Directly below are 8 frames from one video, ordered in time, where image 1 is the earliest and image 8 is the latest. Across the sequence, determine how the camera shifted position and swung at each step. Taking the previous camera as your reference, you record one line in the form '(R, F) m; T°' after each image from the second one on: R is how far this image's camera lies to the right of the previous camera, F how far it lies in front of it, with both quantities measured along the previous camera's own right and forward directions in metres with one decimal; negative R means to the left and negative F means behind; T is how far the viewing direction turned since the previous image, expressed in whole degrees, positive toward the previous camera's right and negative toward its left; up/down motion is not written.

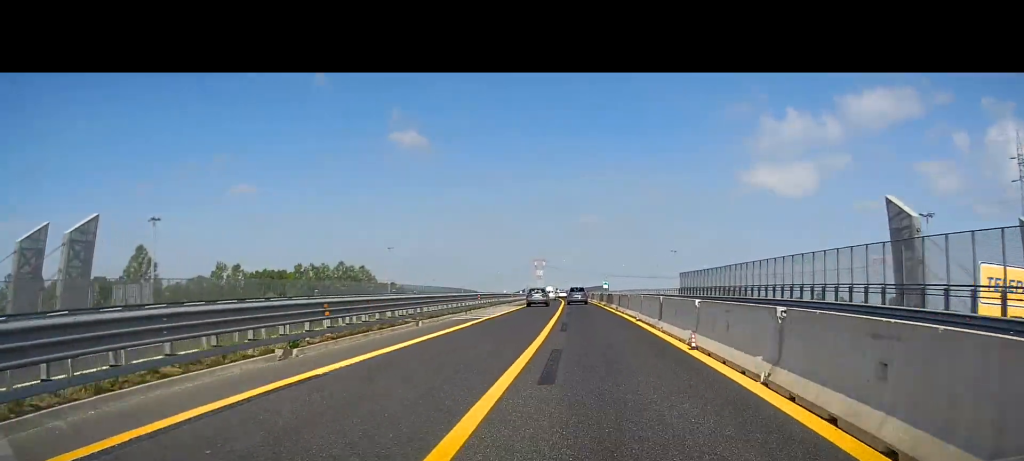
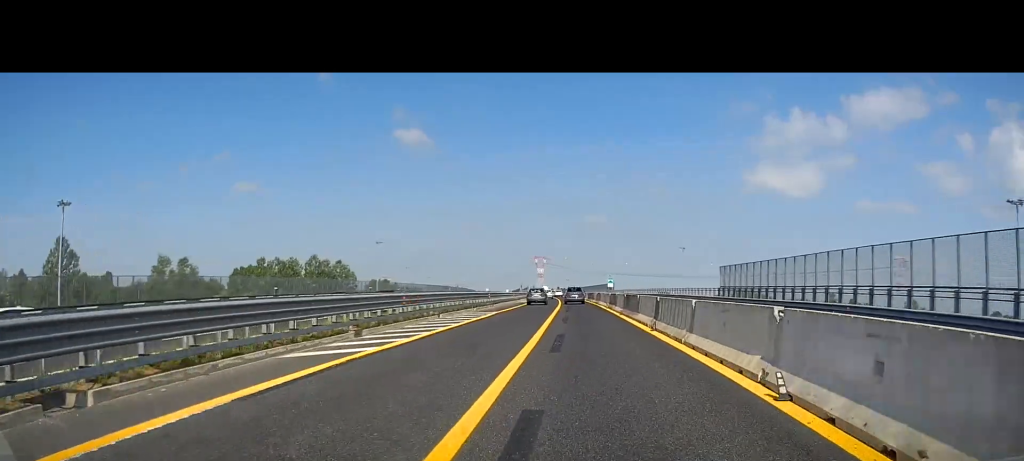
(0.0, +18.4) m; 0°
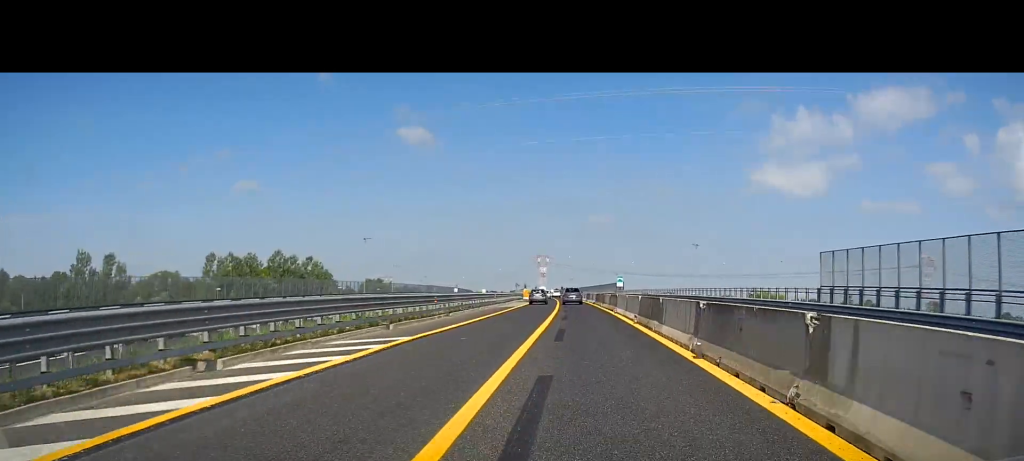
(-0.1, +20.0) m; 0°
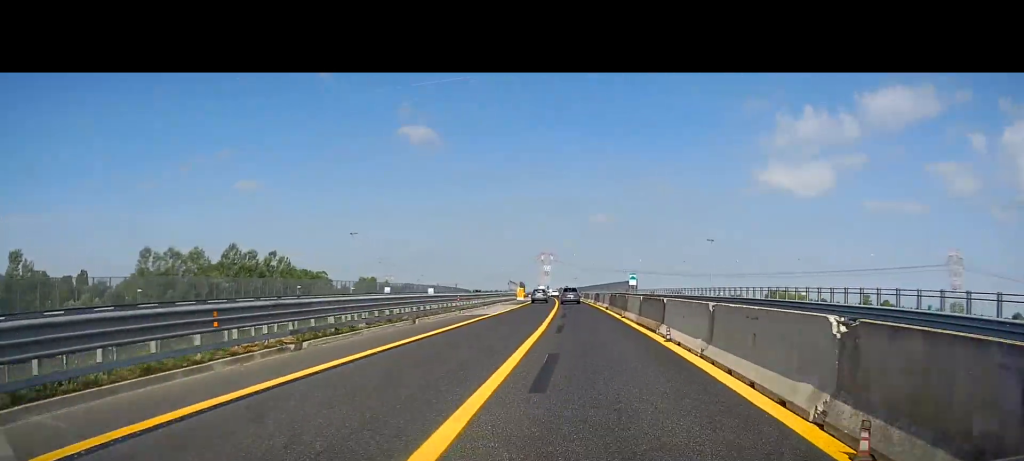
(-0.1, +19.5) m; 0°
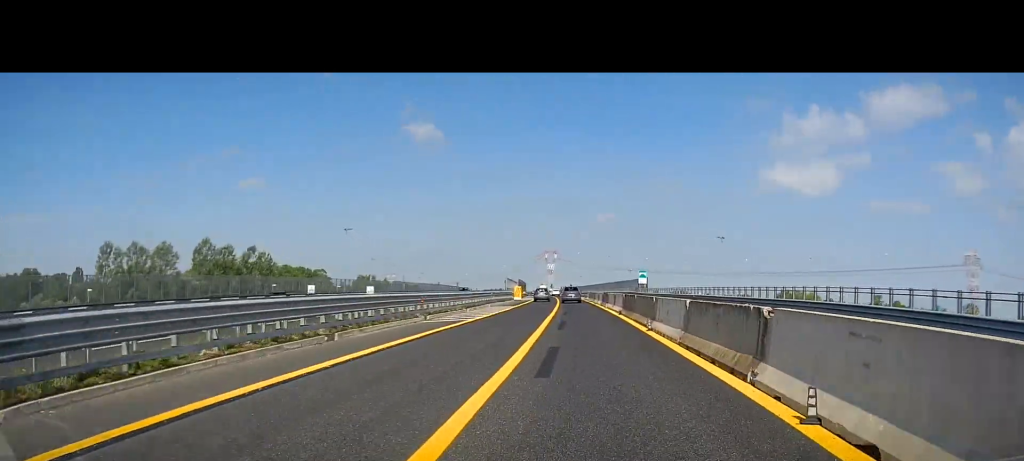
(0.0, +9.8) m; 0°
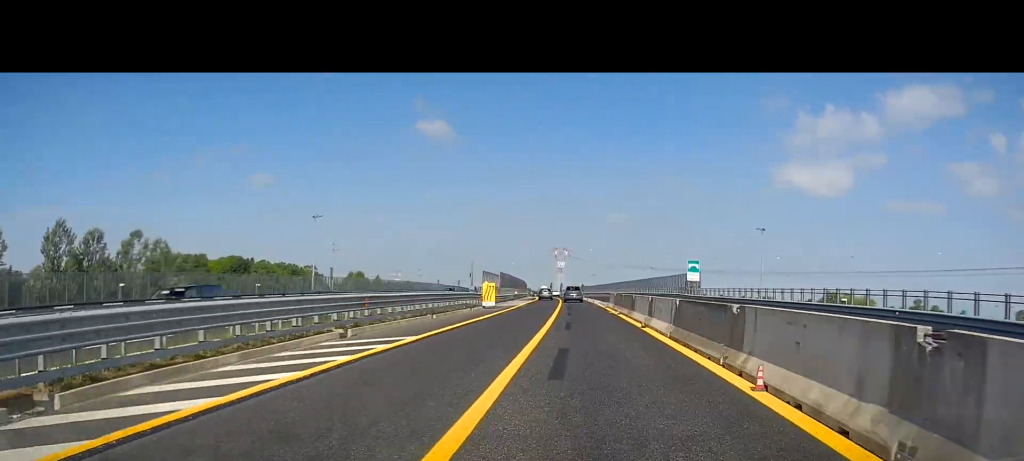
(-0.5, +34.9) m; -1°
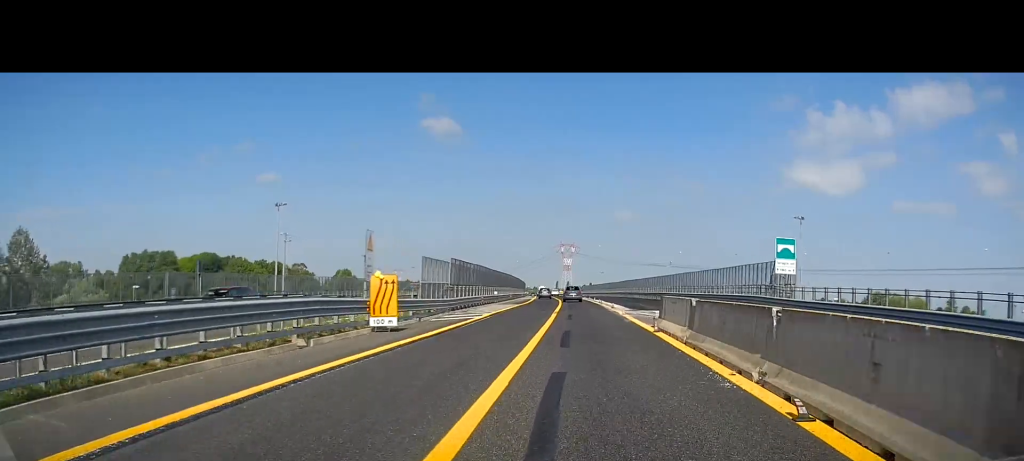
(+0.1, +26.9) m; 0°
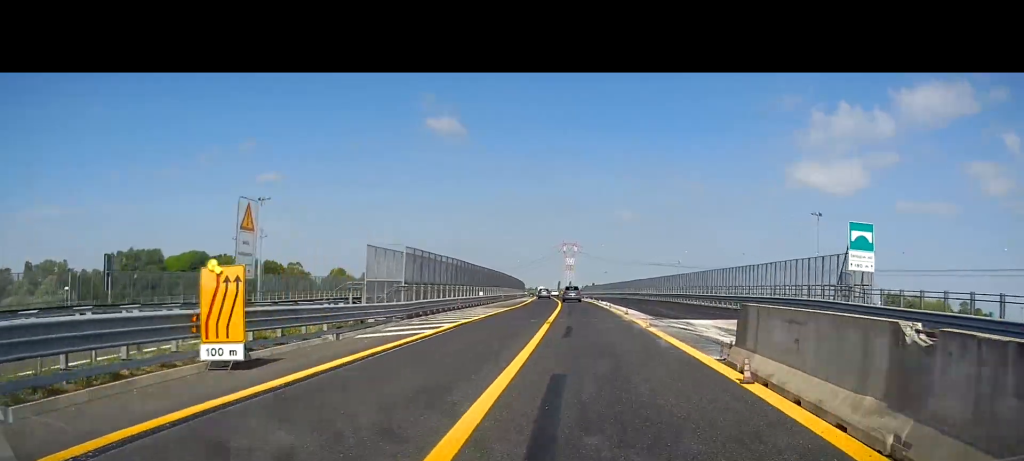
(0.0, +10.1) m; 0°
